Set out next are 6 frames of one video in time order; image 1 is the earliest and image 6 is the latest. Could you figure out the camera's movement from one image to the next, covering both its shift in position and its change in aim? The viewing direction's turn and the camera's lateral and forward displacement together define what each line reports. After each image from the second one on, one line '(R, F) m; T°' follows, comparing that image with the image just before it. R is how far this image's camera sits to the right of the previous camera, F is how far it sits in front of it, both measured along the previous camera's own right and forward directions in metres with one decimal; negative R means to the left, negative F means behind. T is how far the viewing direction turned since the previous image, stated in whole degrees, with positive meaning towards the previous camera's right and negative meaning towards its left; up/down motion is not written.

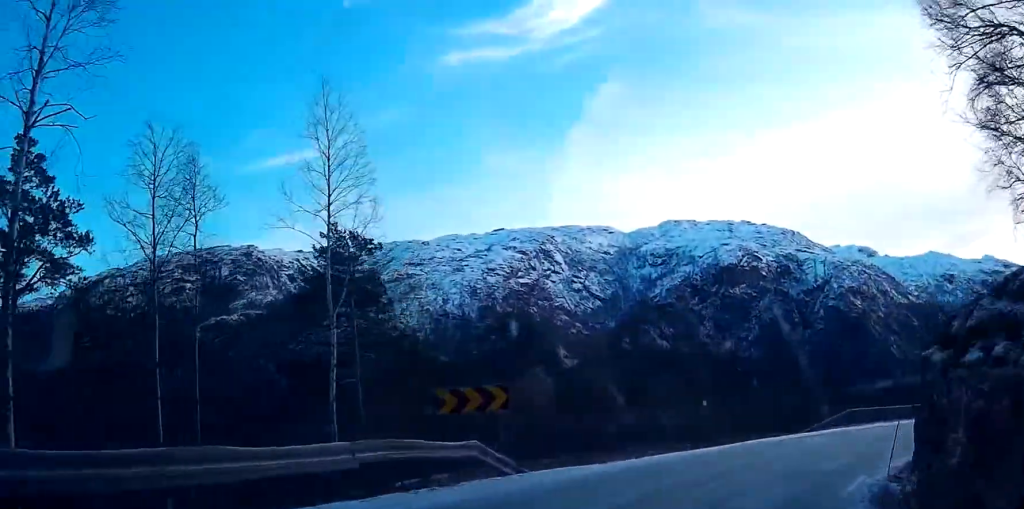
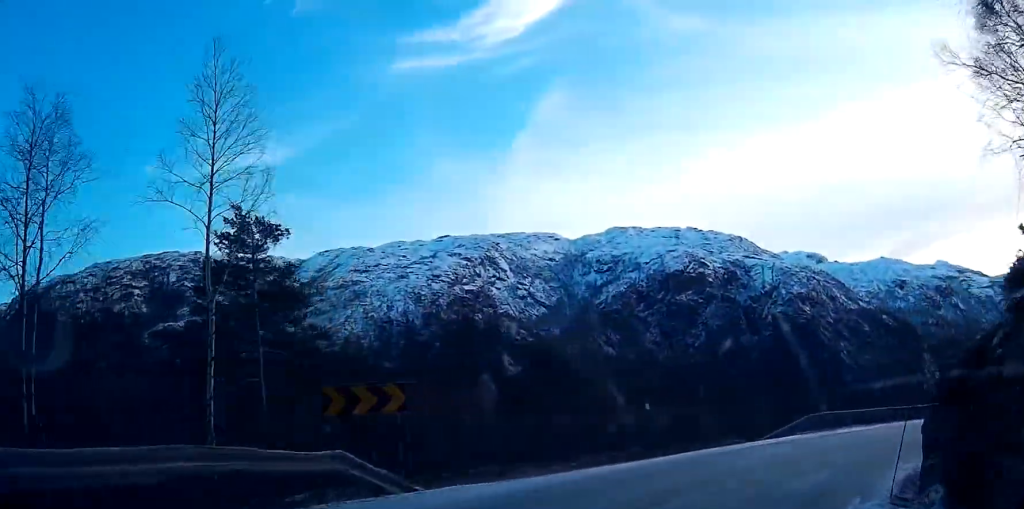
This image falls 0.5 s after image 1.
(-0.2, +3.9) m; +5°
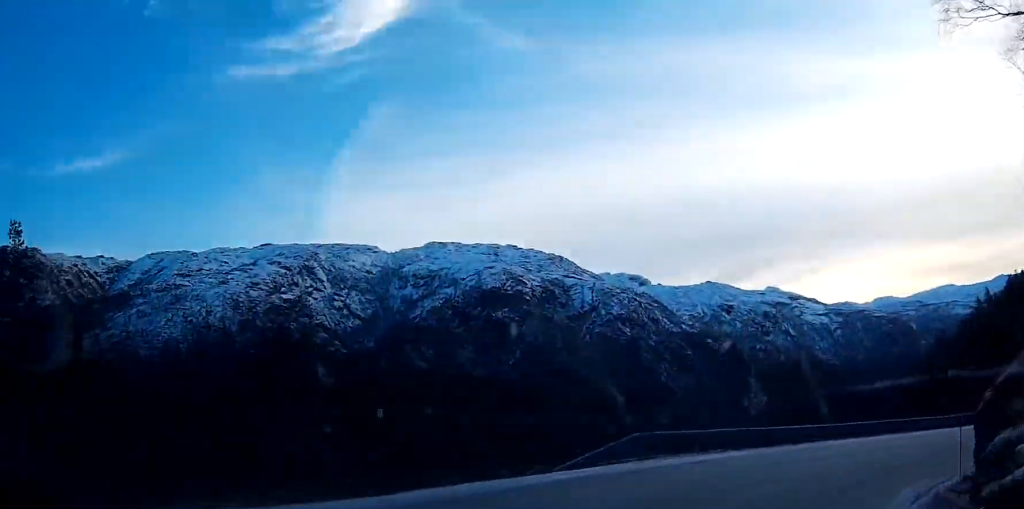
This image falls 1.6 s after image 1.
(+1.4, +9.5) m; +11°
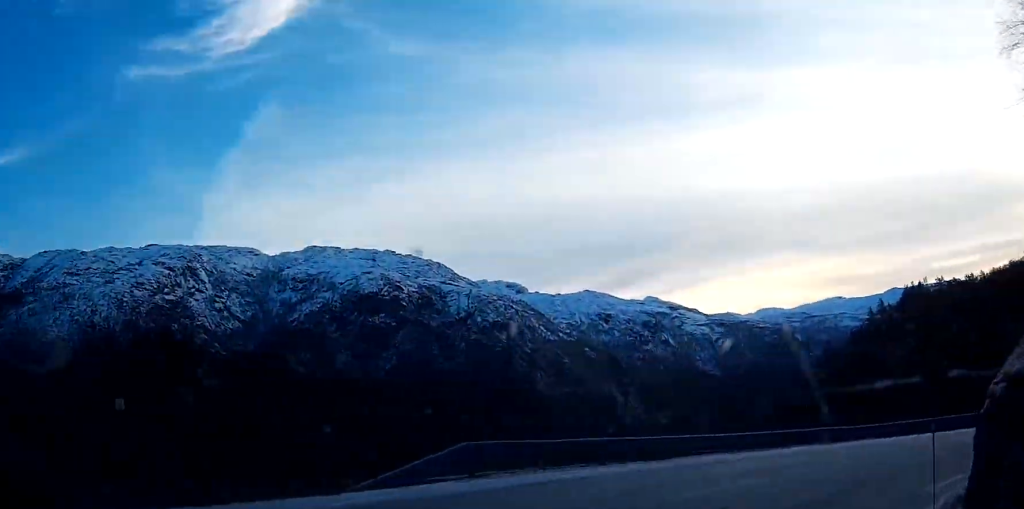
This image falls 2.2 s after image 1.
(+0.1, +5.4) m; +5°
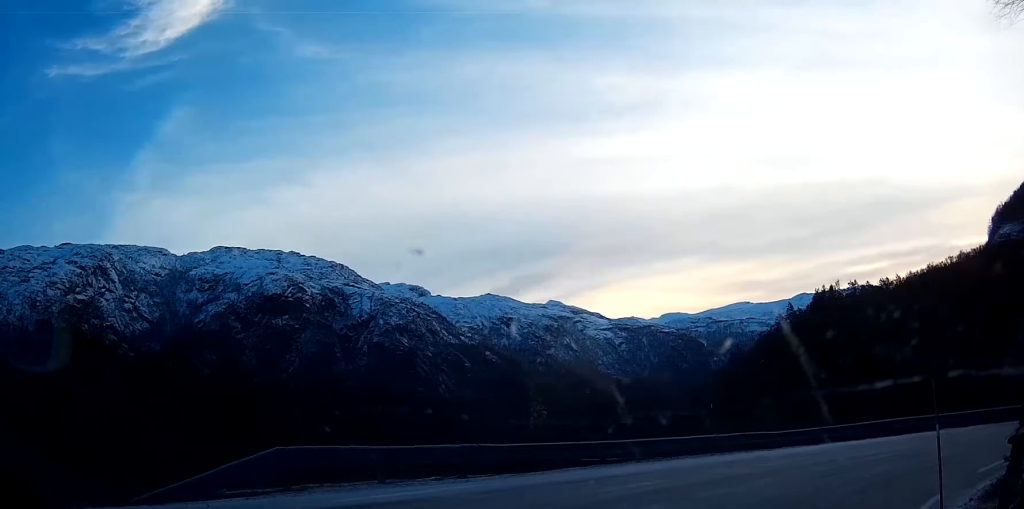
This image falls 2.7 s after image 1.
(+0.1, +4.2) m; +6°
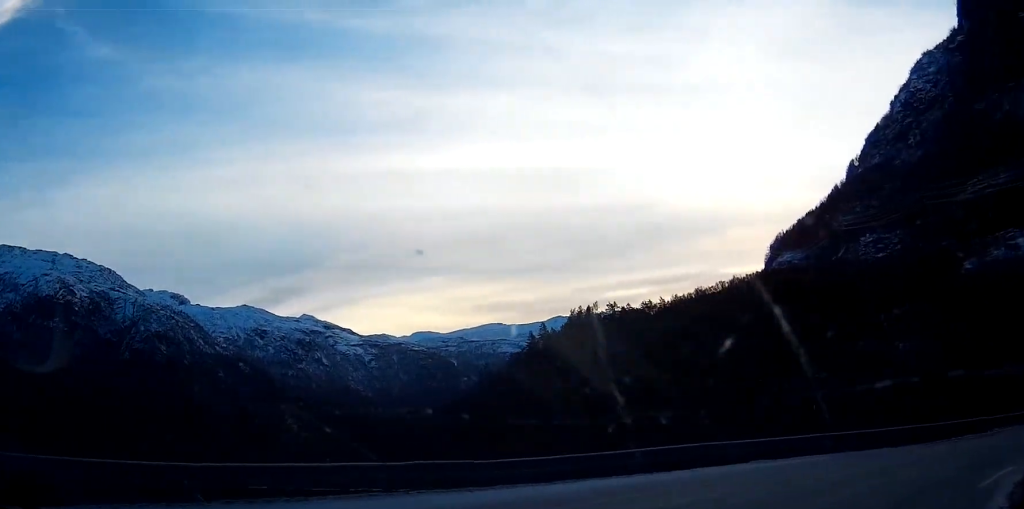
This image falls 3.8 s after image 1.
(+1.2, +8.4) m; +21°
